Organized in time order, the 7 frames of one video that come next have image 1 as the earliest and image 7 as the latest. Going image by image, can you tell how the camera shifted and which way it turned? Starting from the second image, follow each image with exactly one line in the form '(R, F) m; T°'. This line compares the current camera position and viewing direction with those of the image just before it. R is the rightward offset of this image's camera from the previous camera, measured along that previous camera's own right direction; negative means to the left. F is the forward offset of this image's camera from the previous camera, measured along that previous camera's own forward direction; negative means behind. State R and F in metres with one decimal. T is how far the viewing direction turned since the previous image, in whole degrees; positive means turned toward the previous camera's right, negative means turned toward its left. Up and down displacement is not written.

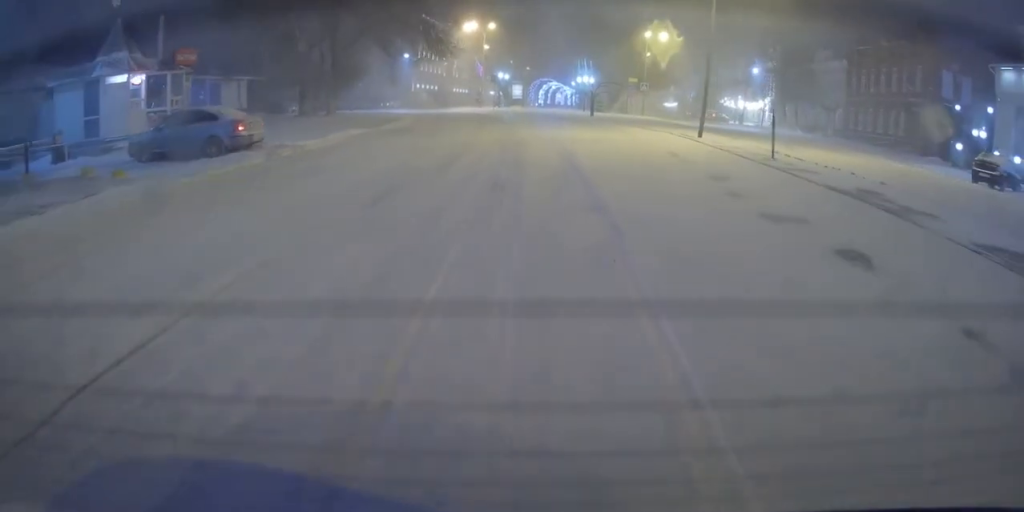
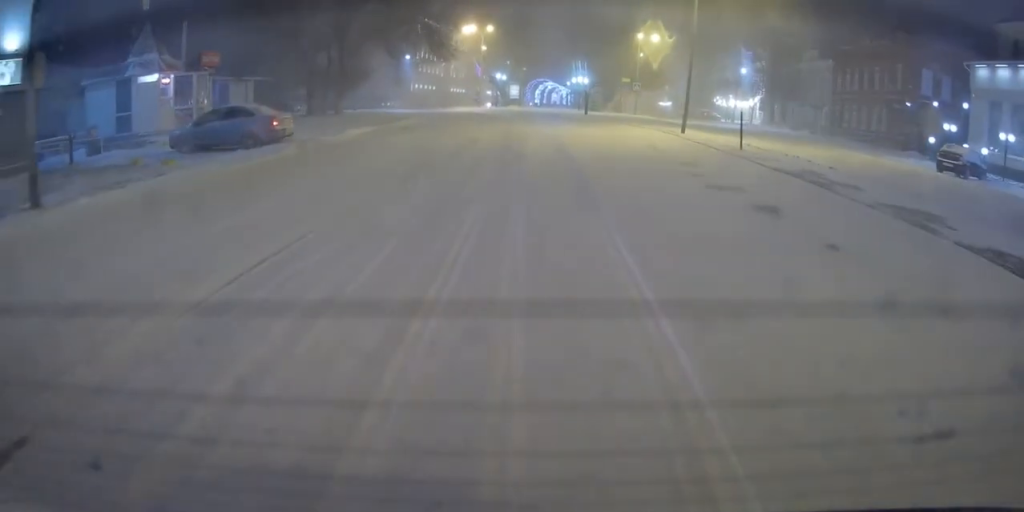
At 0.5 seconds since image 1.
(+0.2, +2.7) m; +1°
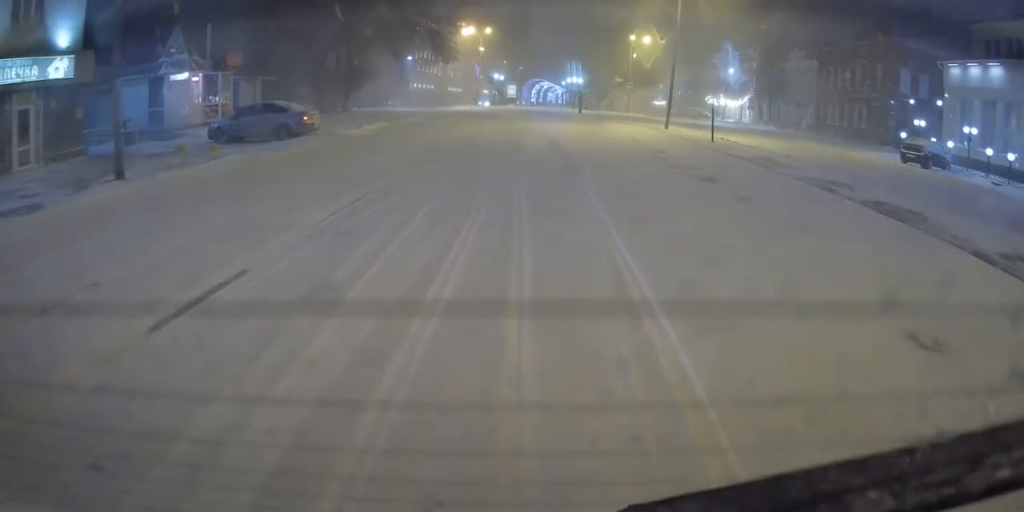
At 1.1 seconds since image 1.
(0.0, +3.1) m; -1°
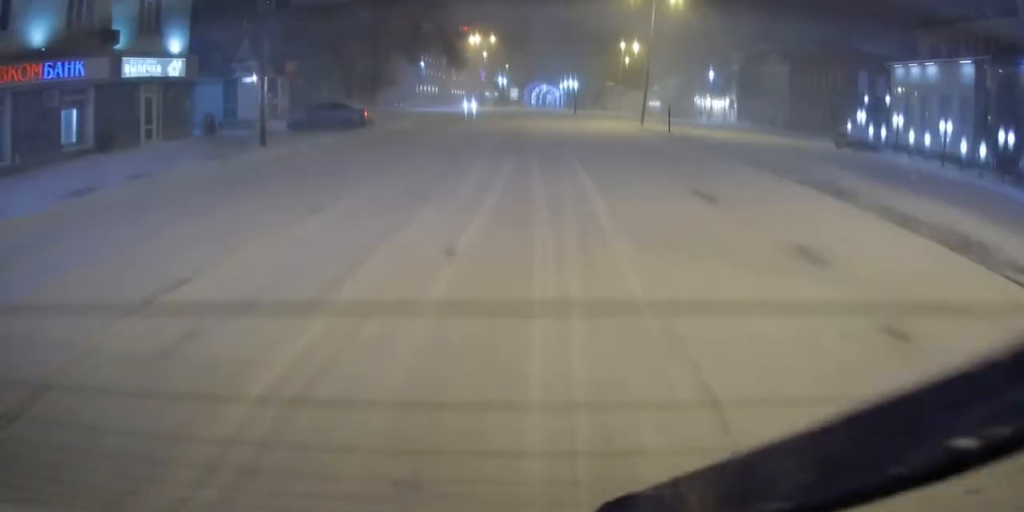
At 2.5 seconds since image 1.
(-0.2, +7.8) m; 0°
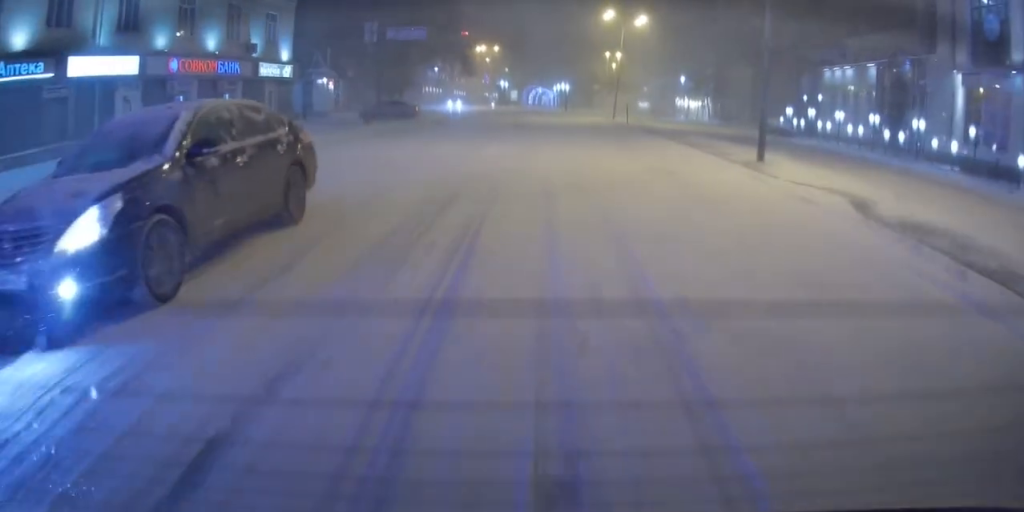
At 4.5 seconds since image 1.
(0.0, +12.4) m; -4°
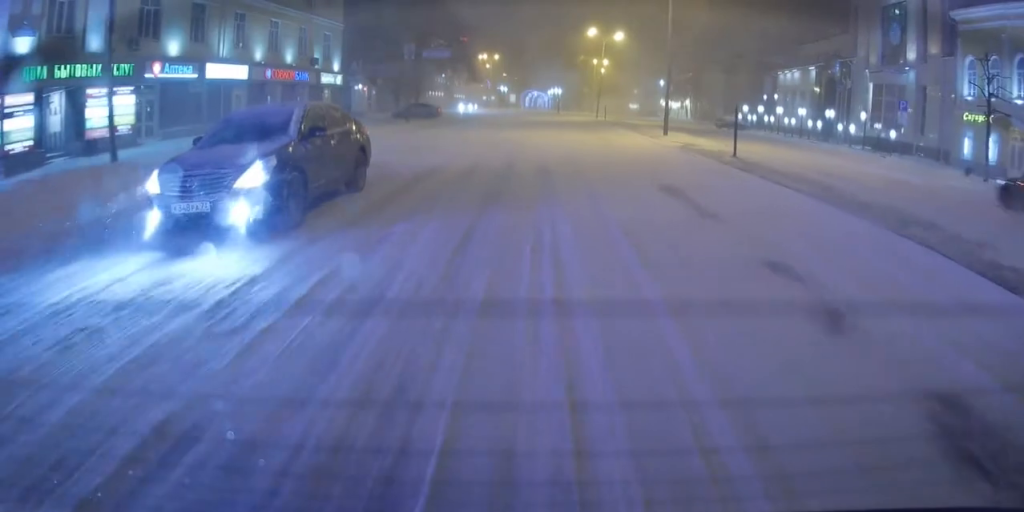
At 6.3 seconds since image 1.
(+0.1, +12.0) m; +2°
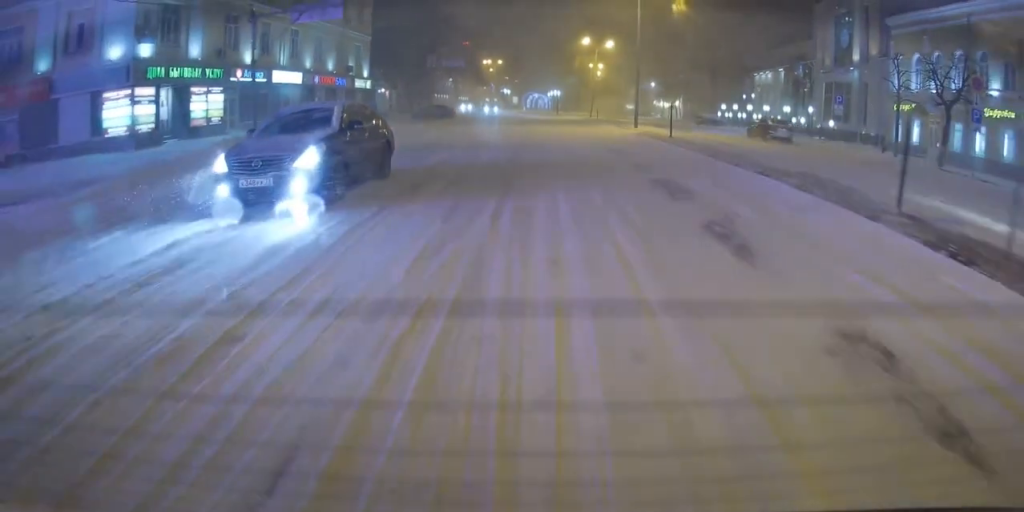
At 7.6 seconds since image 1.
(0.0, +9.1) m; -1°
